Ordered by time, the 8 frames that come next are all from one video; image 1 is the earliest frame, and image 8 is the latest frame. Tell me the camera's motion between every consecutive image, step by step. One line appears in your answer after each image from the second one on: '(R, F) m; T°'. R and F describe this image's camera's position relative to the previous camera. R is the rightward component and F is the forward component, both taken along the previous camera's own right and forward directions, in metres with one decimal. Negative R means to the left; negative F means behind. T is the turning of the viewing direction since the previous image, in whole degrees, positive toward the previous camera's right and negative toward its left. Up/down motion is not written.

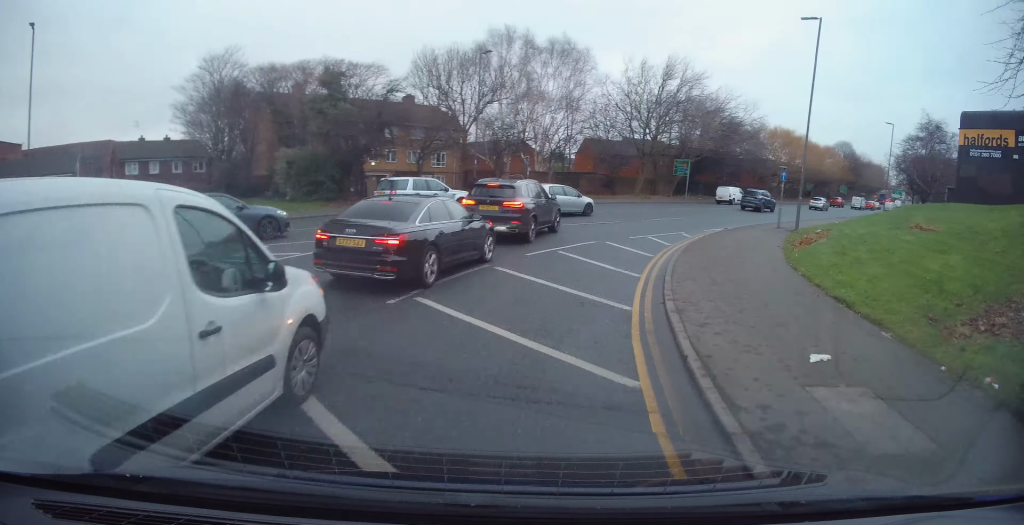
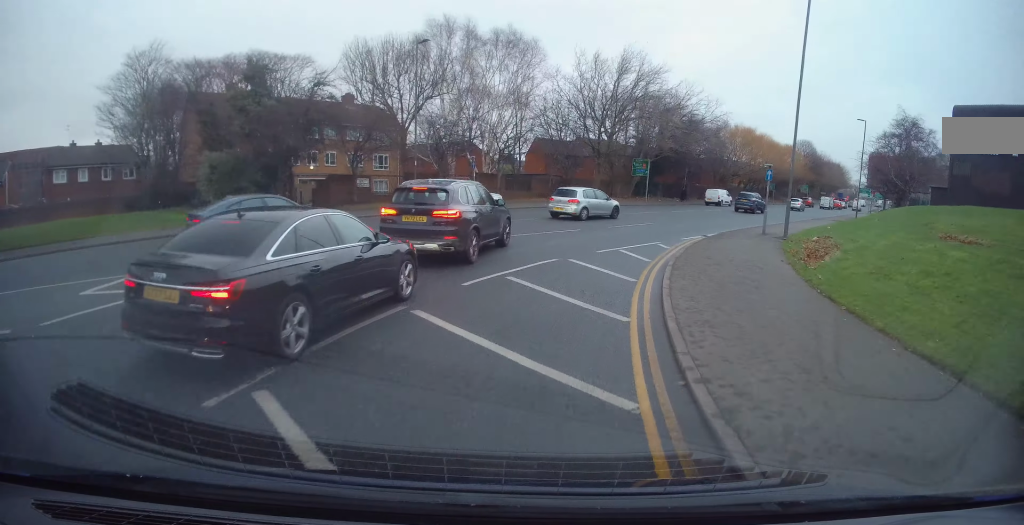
(+0.2, +3.1) m; +4°
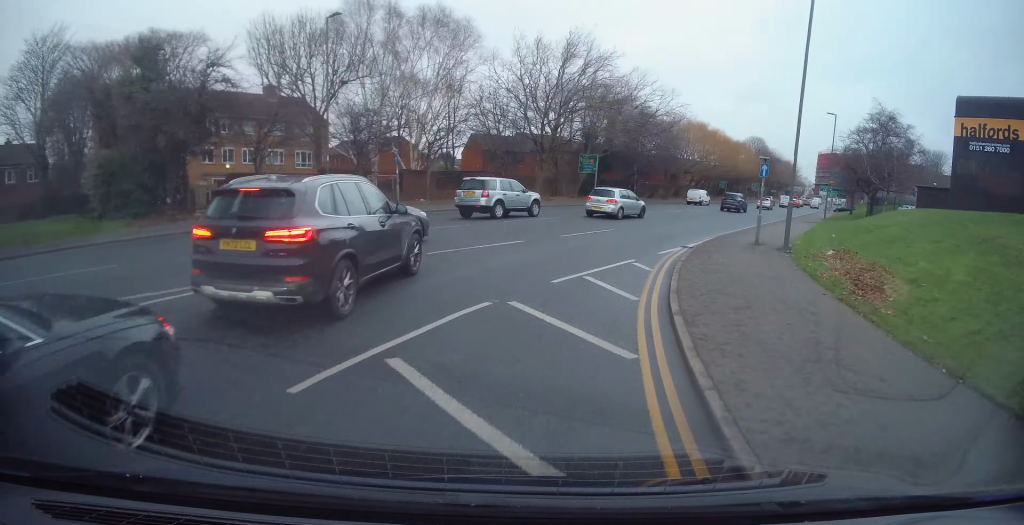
(+0.1, +4.2) m; +5°
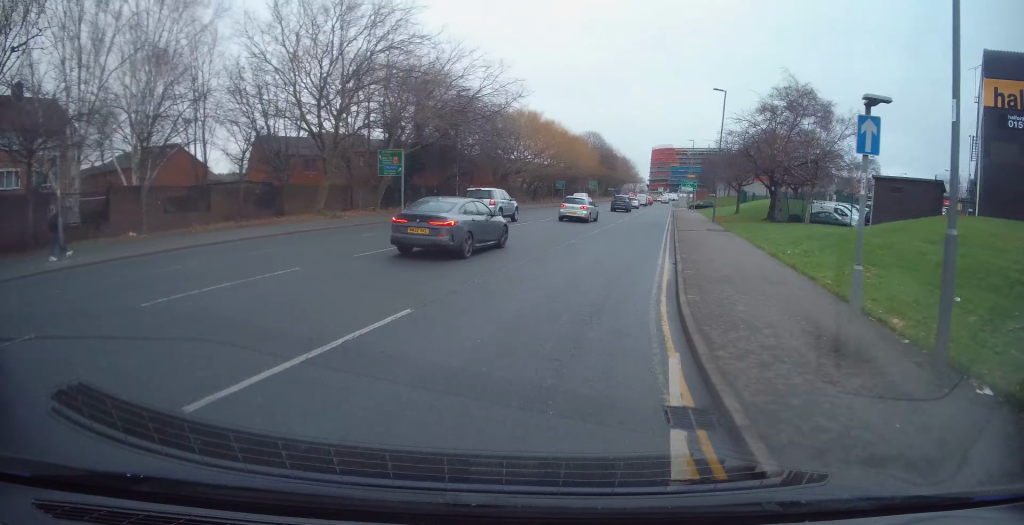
(+0.7, +10.9) m; +11°
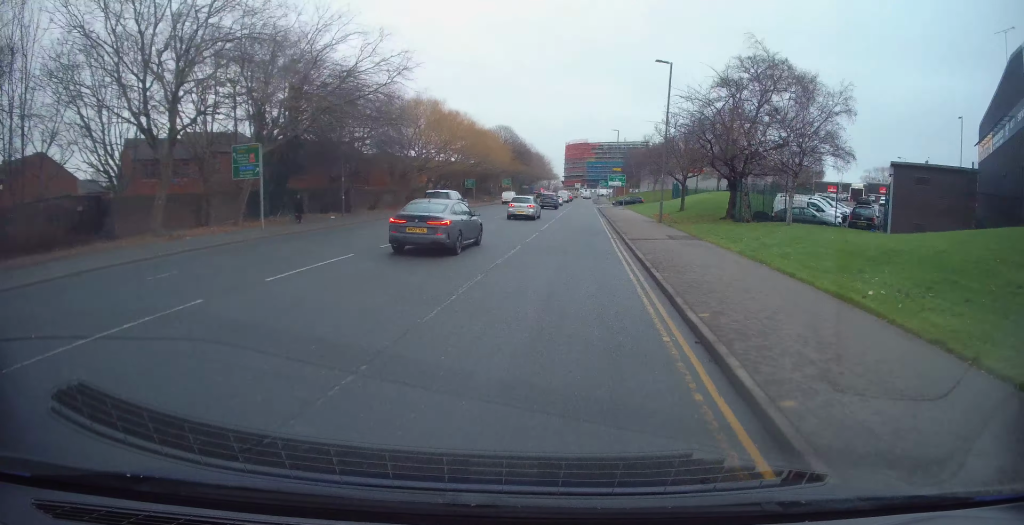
(+0.7, +7.1) m; +10°
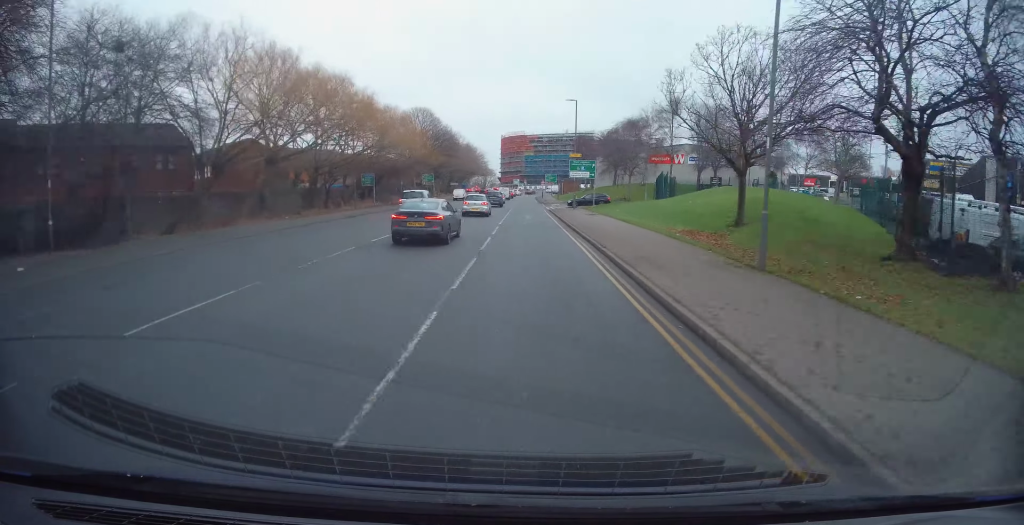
(+2.1, +21.1) m; +6°
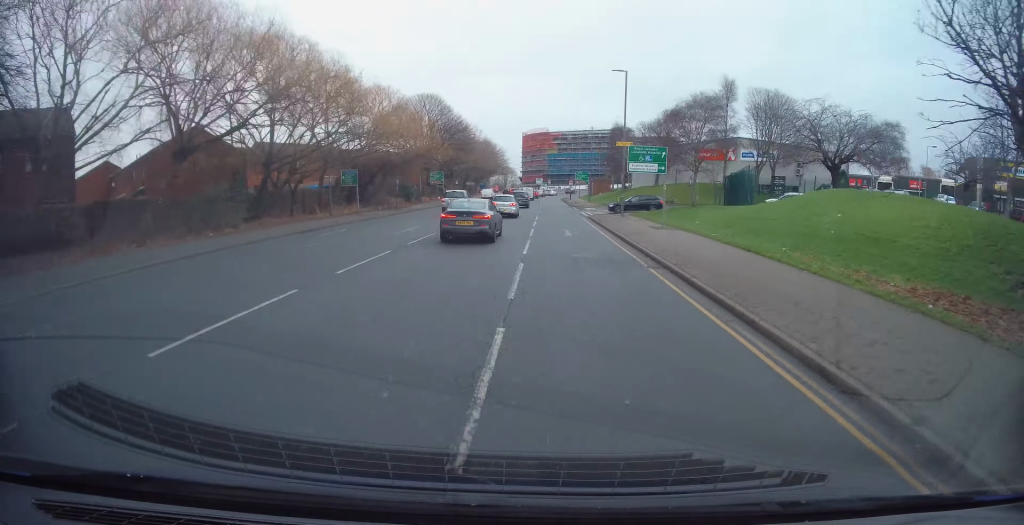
(-0.1, +13.2) m; -2°
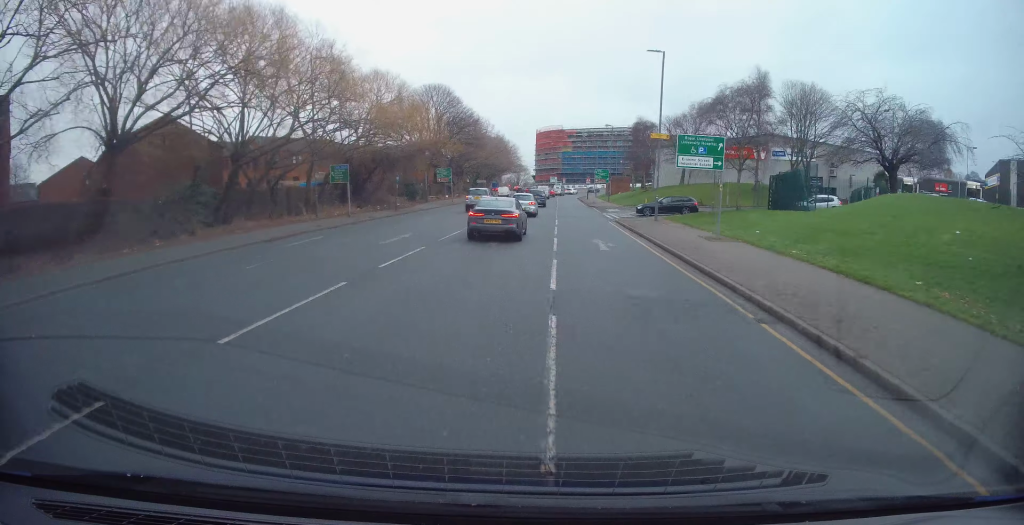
(0.0, +5.7) m; -1°
